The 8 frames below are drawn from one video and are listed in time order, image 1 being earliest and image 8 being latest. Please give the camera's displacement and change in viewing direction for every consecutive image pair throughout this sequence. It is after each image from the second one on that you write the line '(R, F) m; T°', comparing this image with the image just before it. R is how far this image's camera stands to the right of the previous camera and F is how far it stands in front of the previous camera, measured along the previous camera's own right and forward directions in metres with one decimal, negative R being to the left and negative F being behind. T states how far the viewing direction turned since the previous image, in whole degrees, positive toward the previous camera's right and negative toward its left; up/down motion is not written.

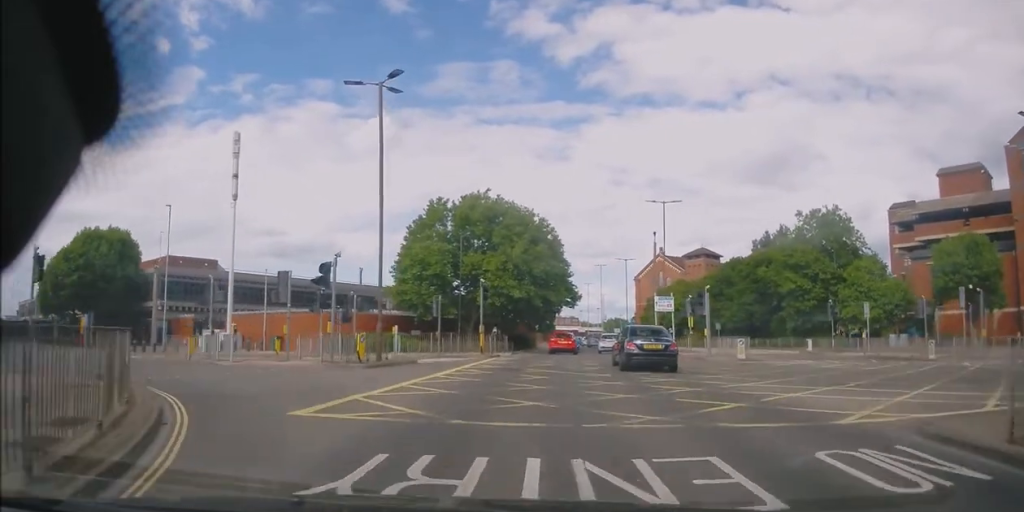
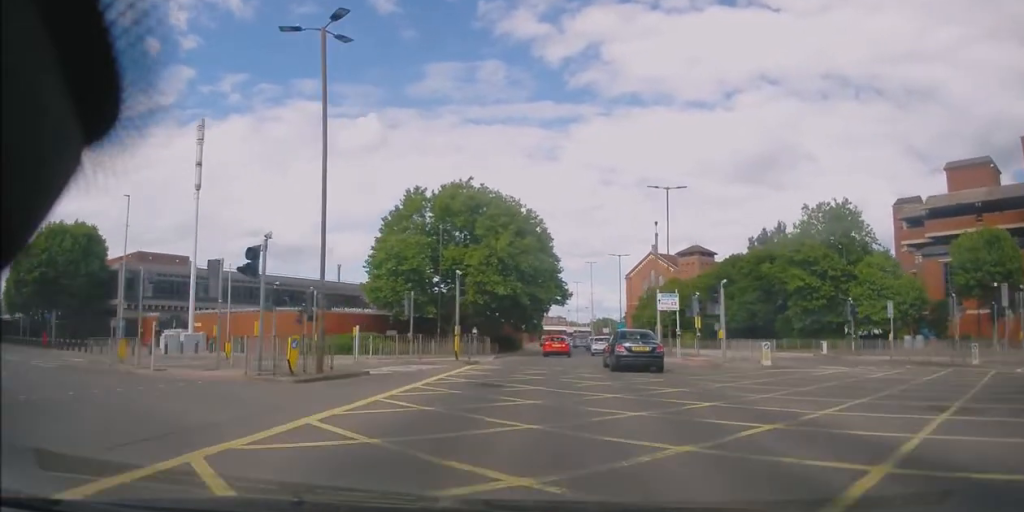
(+0.1, +4.8) m; +1°
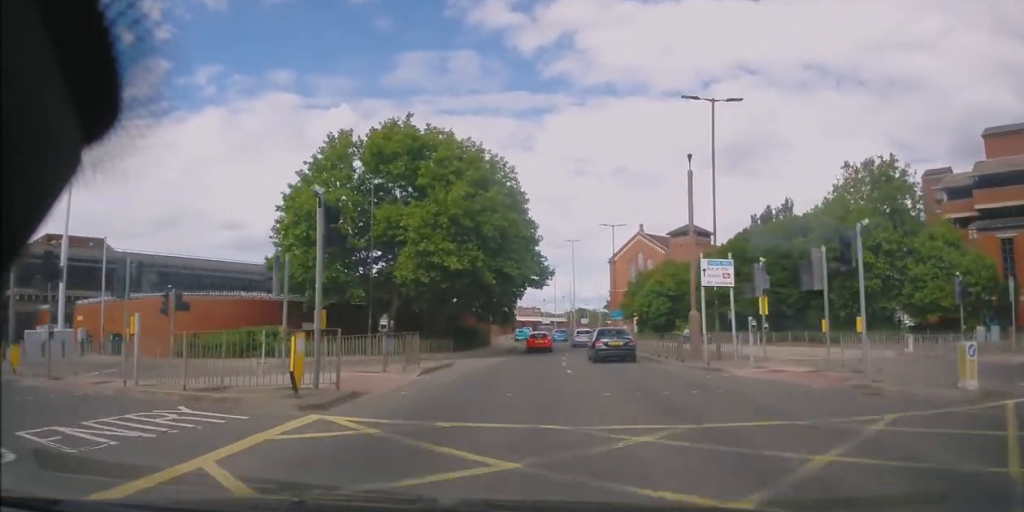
(+0.3, +13.9) m; +2°
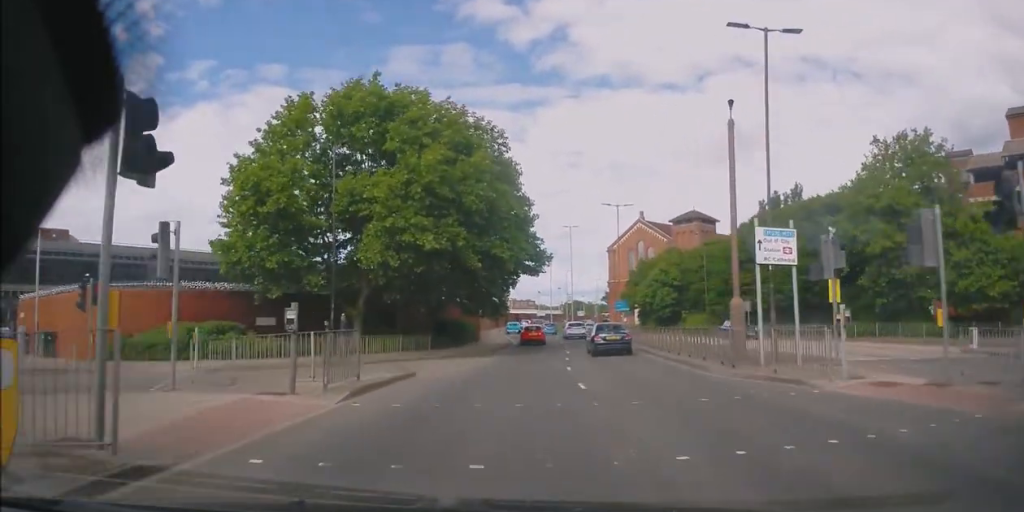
(+0.1, +6.0) m; +1°
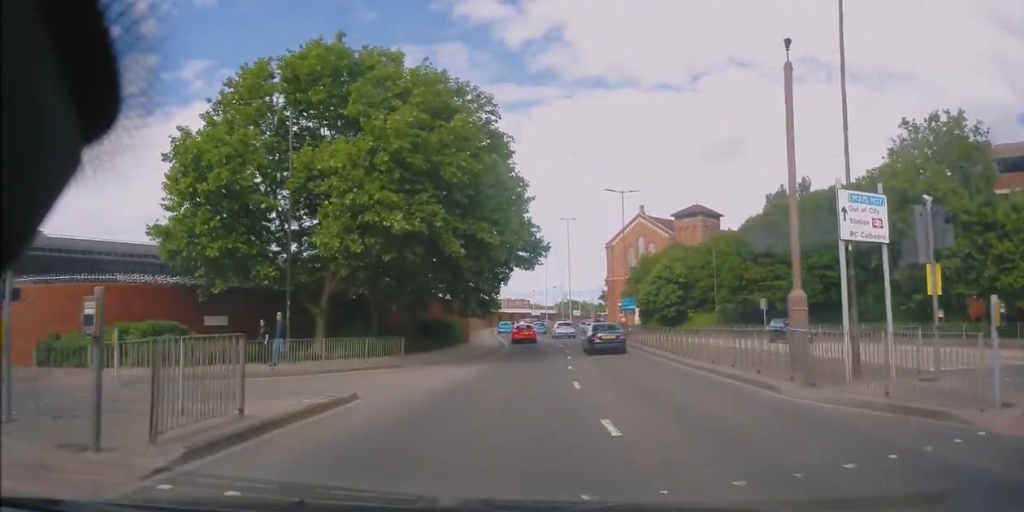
(0.0, +4.9) m; 0°
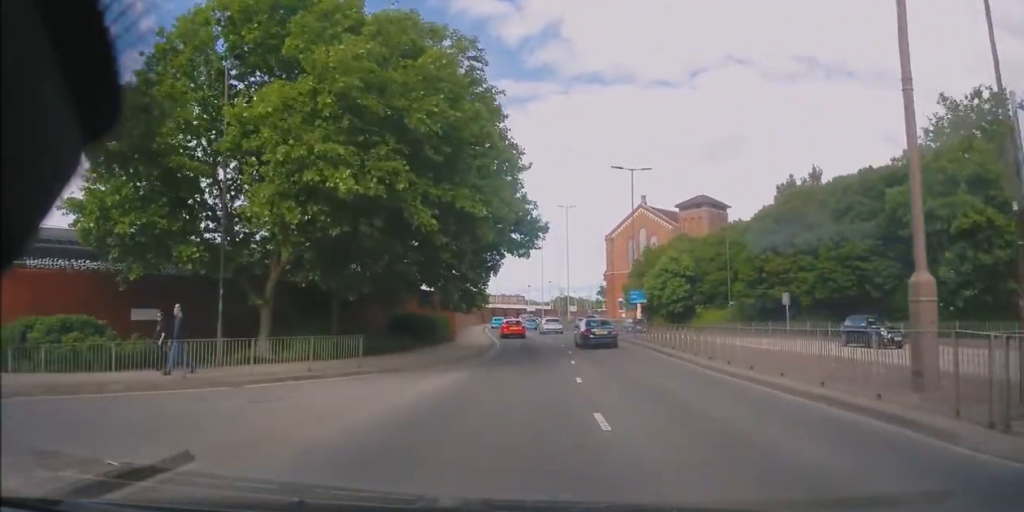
(0.0, +5.3) m; 0°
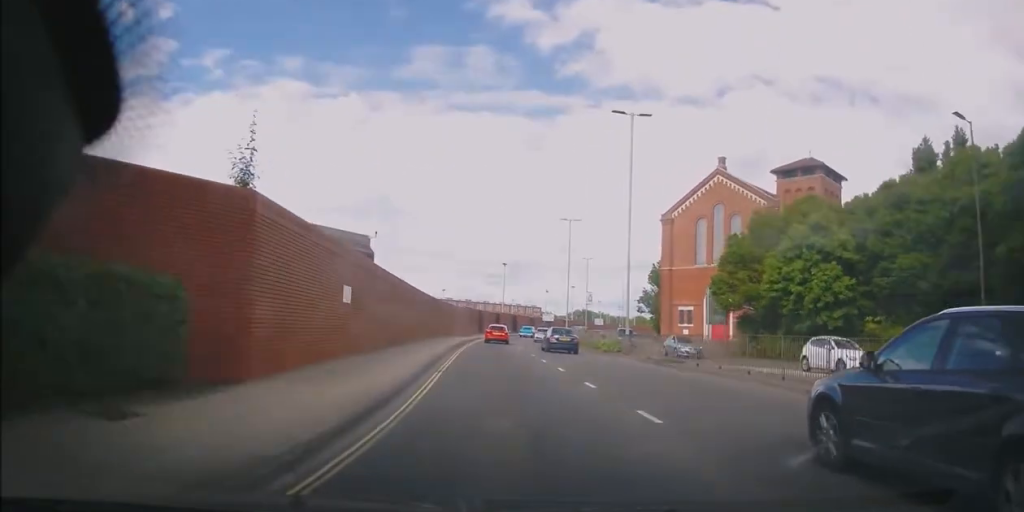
(-0.1, +30.8) m; -3°
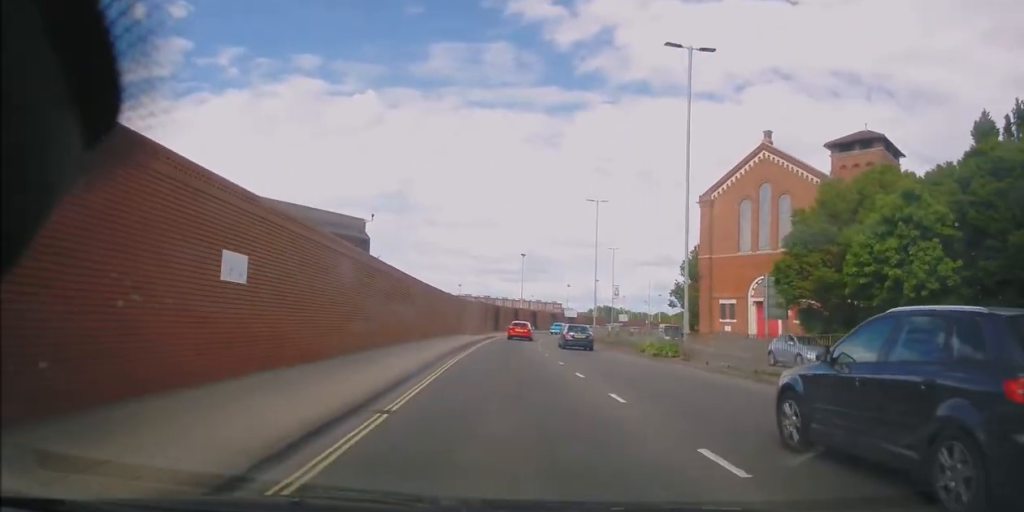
(-0.1, +8.0) m; 0°
